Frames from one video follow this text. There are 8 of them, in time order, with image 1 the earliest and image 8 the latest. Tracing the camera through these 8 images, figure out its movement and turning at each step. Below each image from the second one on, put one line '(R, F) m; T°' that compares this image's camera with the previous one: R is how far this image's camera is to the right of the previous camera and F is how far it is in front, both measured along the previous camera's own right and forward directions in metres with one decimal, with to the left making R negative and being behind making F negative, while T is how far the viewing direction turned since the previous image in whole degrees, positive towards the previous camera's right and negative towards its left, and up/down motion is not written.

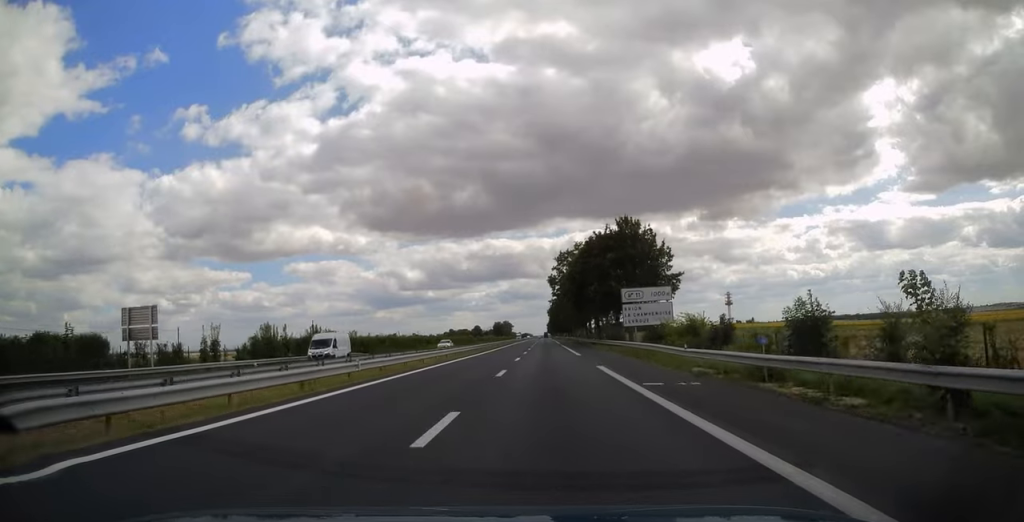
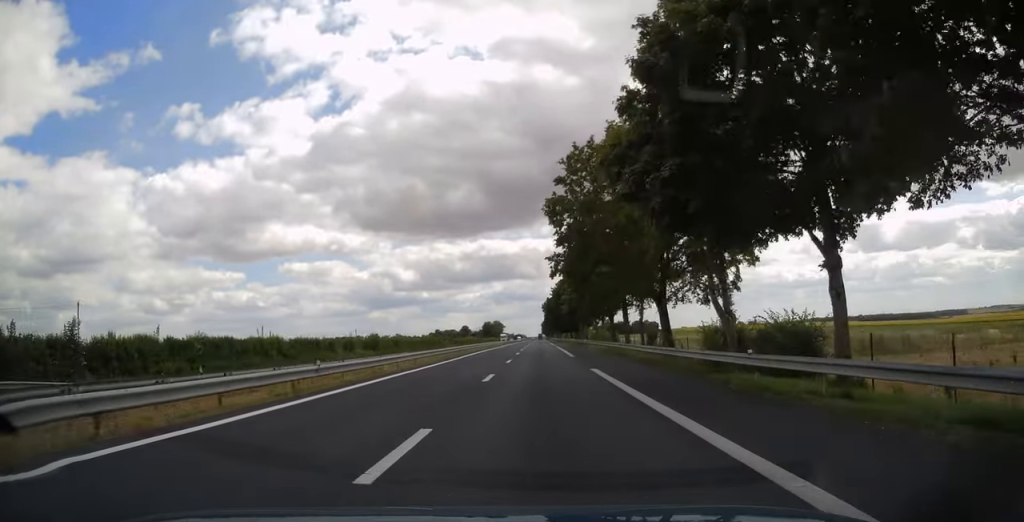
(0.0, +52.1) m; 0°
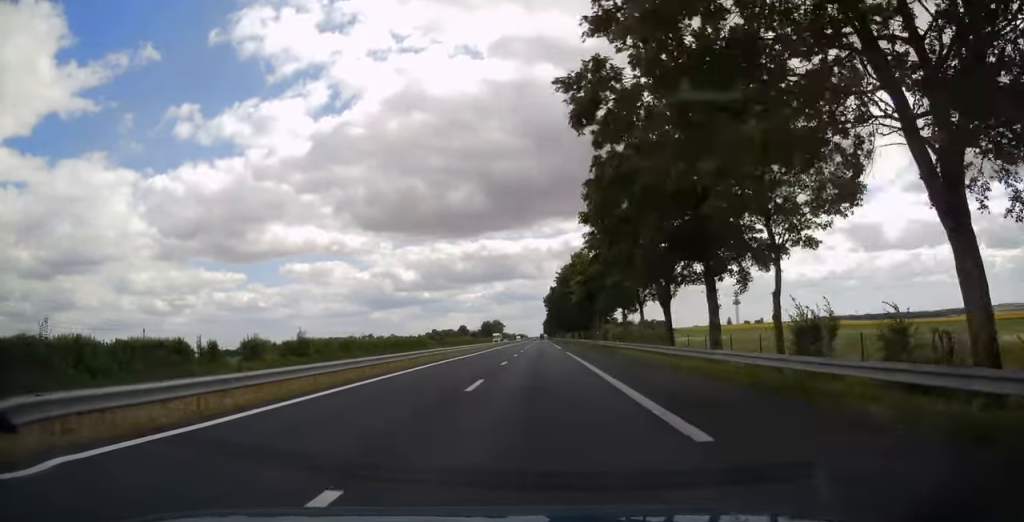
(0.0, +28.8) m; 0°
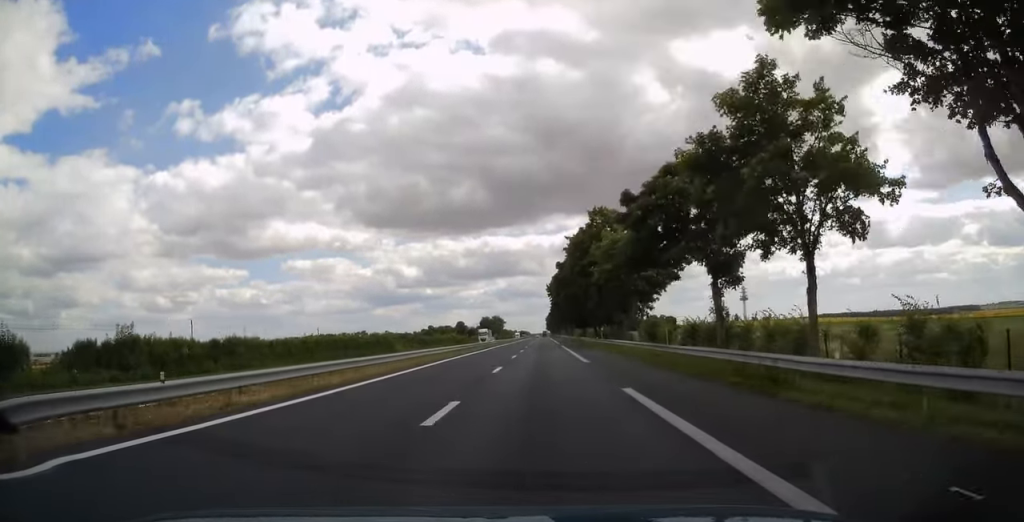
(-0.1, +30.8) m; 0°
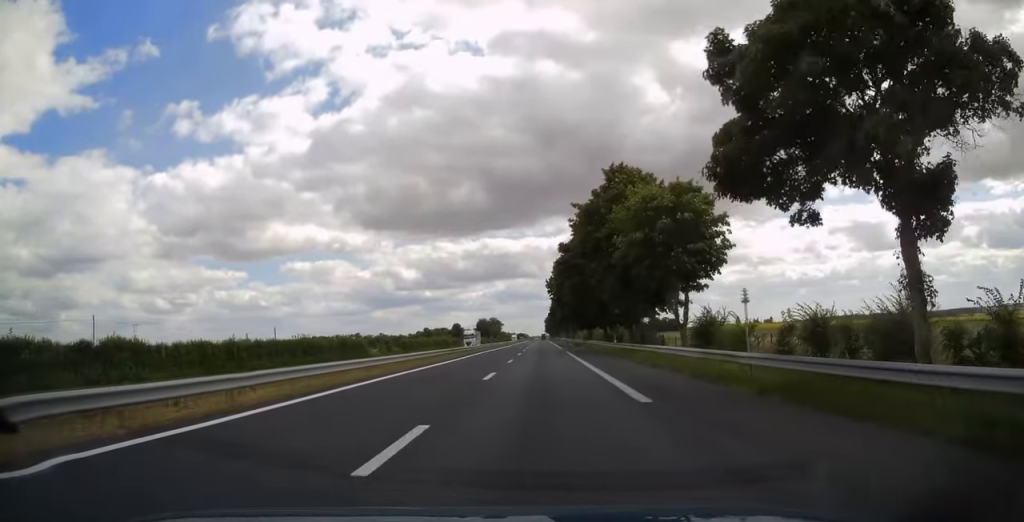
(0.0, +15.8) m; 0°
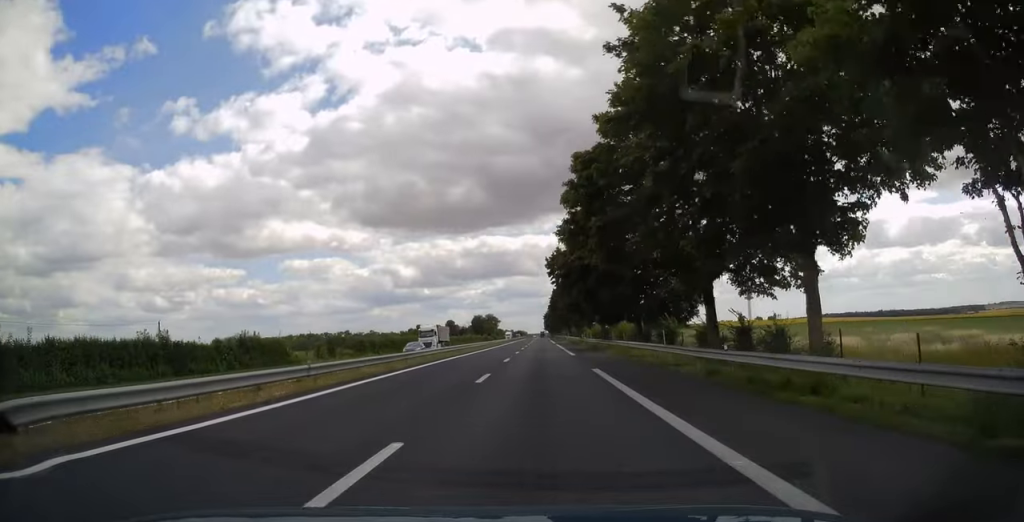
(0.0, +26.6) m; 0°
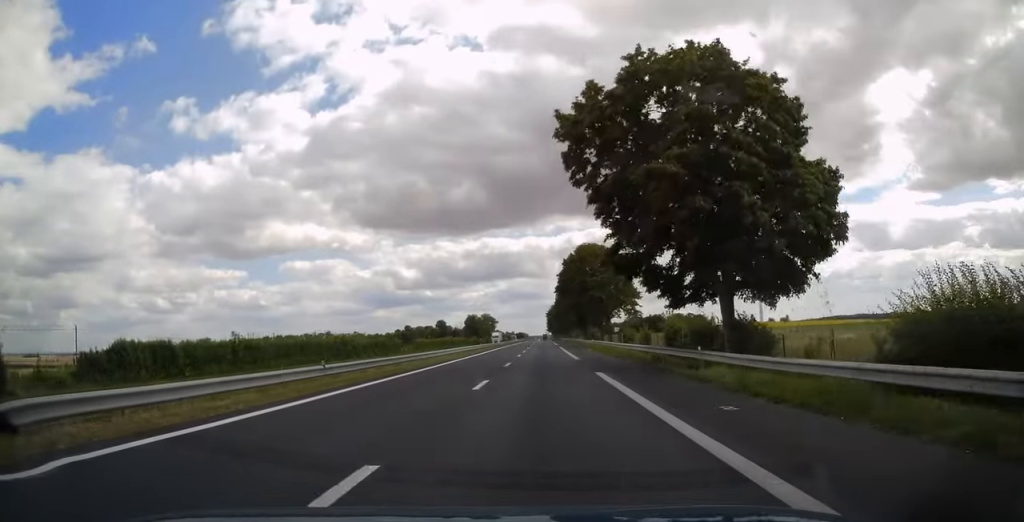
(+0.1, +51.8) m; 0°
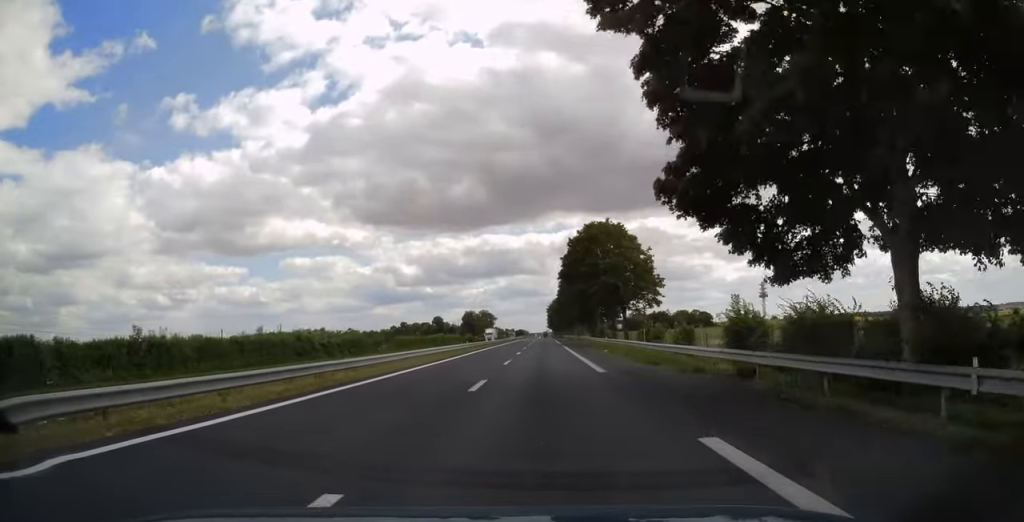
(0.0, +13.8) m; 0°
